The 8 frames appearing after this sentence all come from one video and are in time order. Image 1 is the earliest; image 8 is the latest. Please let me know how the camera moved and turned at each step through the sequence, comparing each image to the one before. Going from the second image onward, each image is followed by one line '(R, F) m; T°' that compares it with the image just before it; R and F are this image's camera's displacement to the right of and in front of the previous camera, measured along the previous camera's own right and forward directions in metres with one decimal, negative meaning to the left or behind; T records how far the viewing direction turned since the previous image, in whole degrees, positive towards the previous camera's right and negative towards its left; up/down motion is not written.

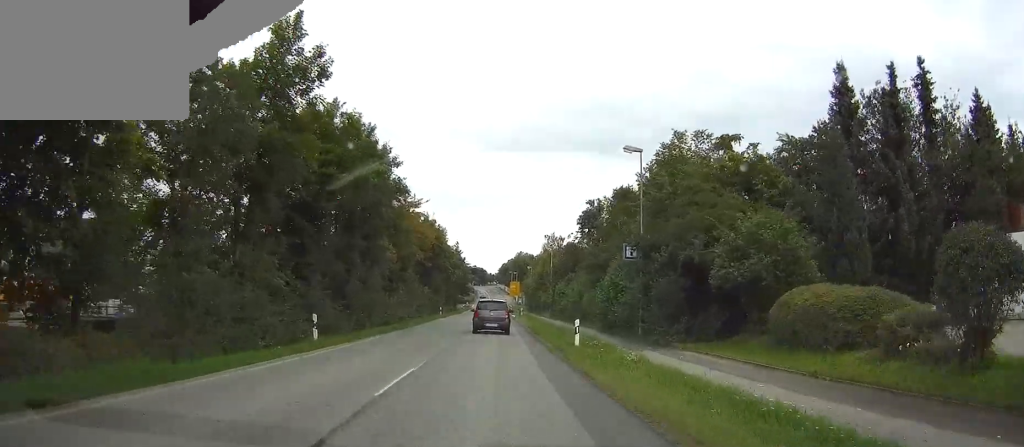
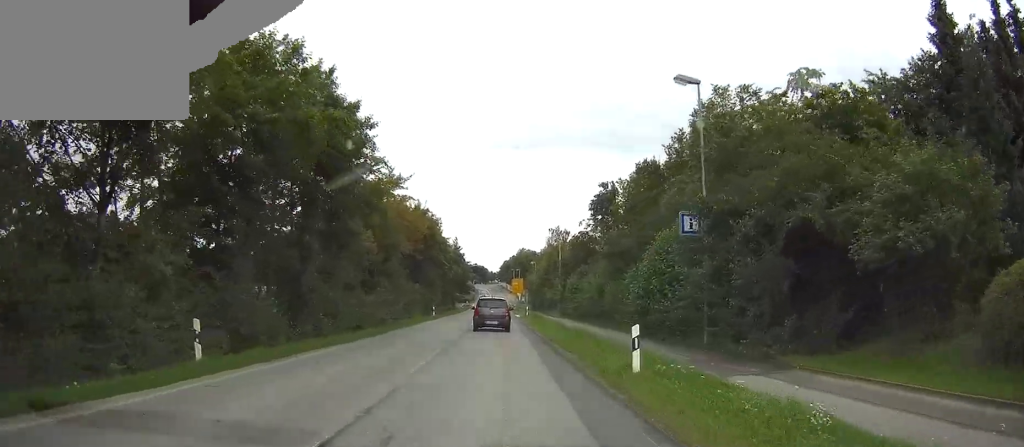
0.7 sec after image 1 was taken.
(-0.1, +9.2) m; 0°
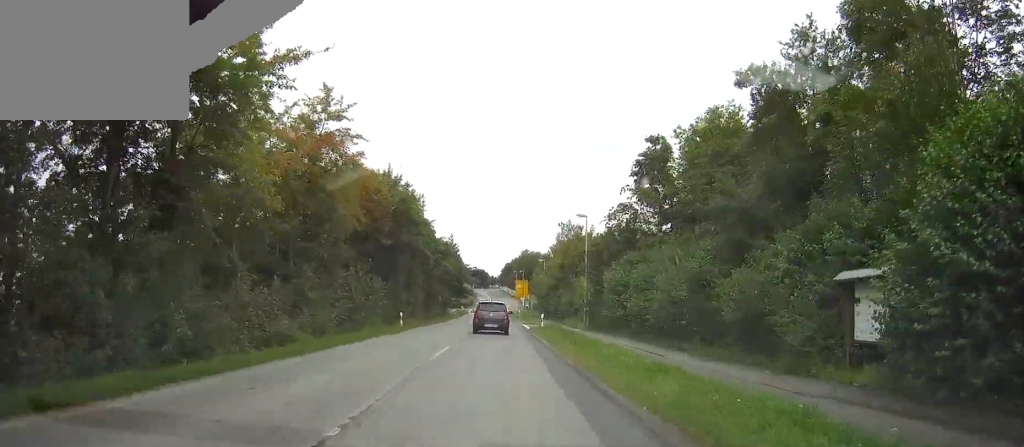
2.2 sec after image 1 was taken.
(+0.1, +20.3) m; 0°
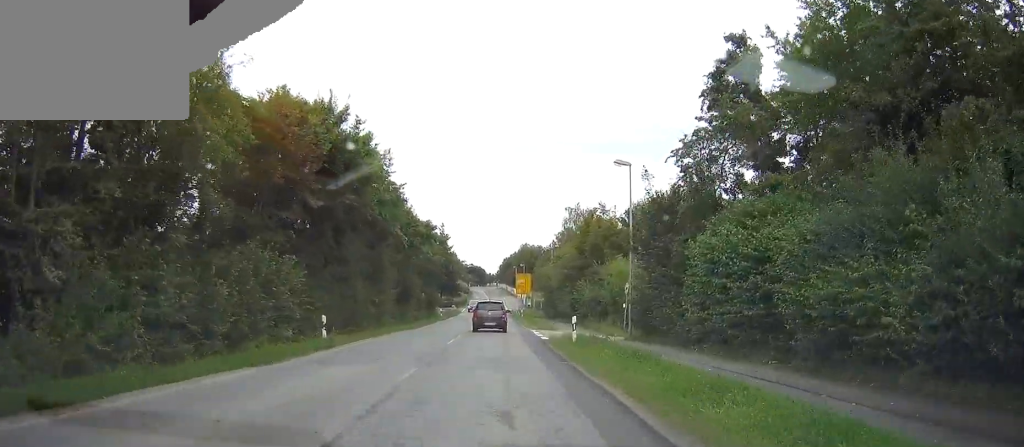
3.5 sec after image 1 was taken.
(-0.1, +17.3) m; 0°
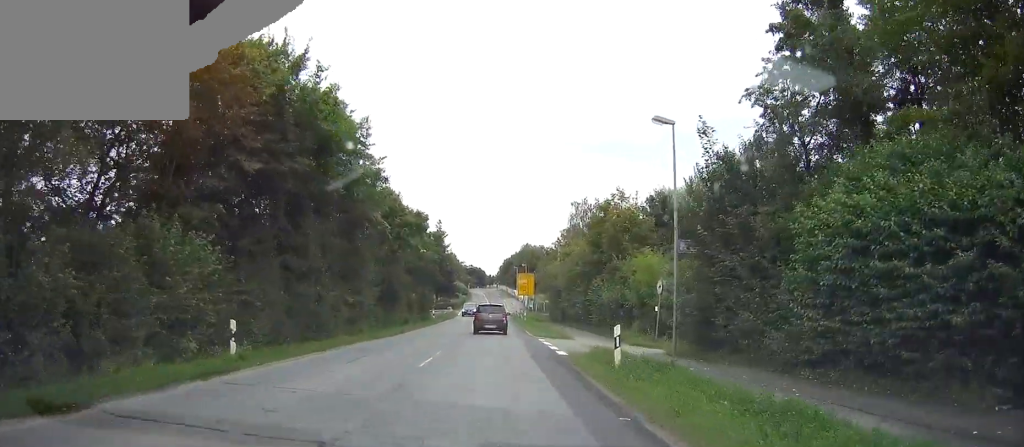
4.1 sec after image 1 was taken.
(0.0, +8.0) m; 0°
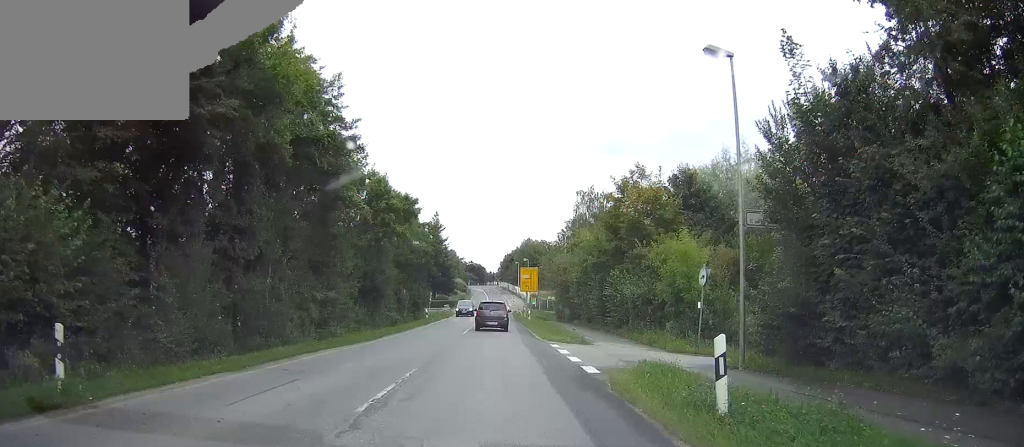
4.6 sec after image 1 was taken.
(0.0, +6.6) m; 0°
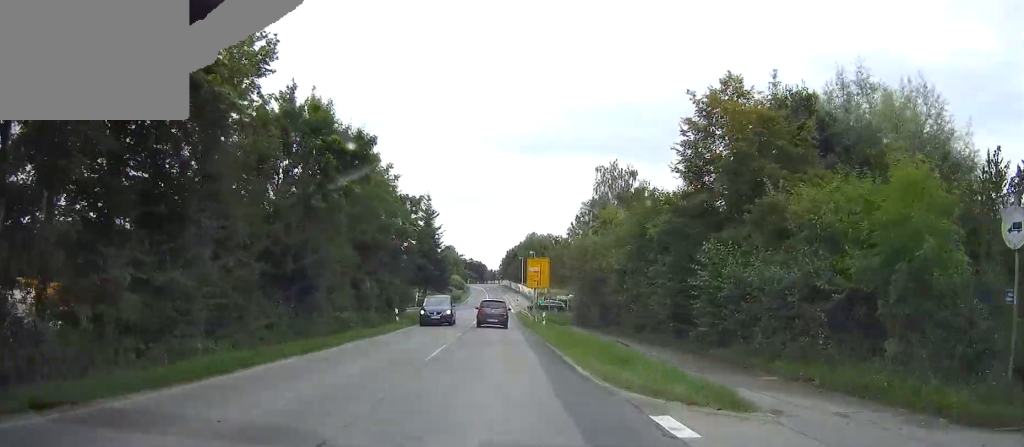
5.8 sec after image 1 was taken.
(0.0, +16.8) m; 0°
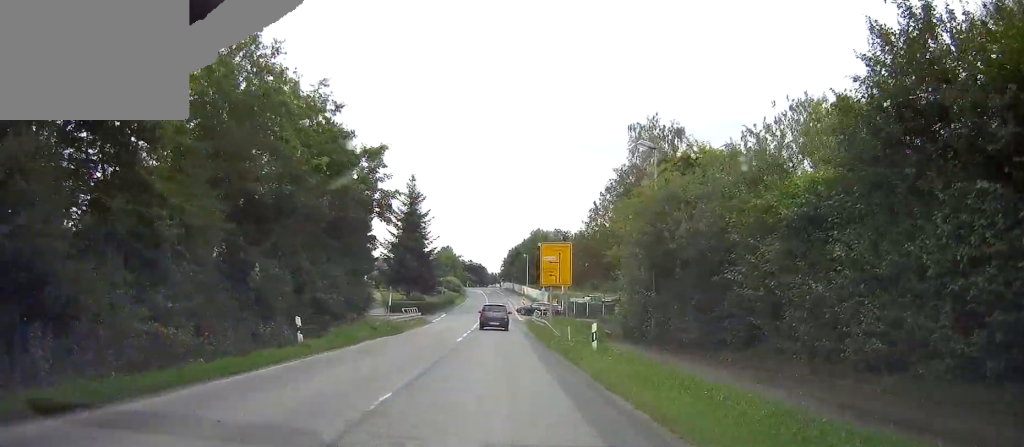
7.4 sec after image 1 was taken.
(0.0, +19.5) m; 0°
